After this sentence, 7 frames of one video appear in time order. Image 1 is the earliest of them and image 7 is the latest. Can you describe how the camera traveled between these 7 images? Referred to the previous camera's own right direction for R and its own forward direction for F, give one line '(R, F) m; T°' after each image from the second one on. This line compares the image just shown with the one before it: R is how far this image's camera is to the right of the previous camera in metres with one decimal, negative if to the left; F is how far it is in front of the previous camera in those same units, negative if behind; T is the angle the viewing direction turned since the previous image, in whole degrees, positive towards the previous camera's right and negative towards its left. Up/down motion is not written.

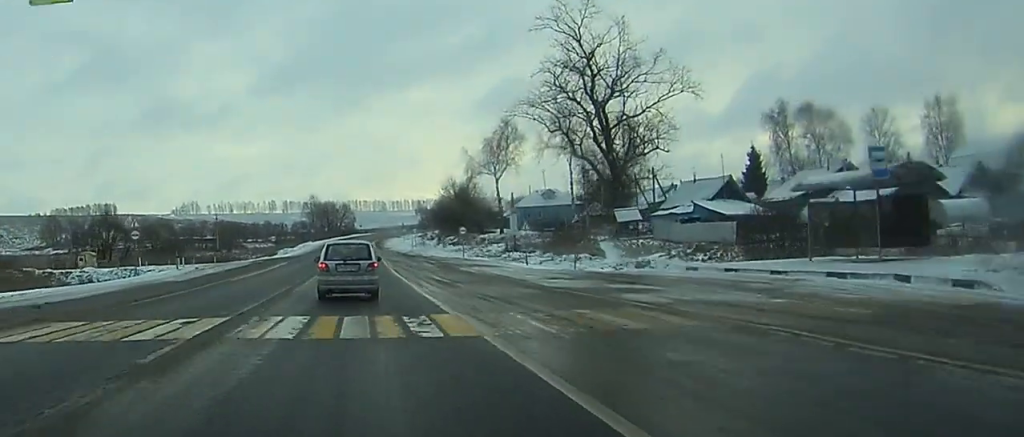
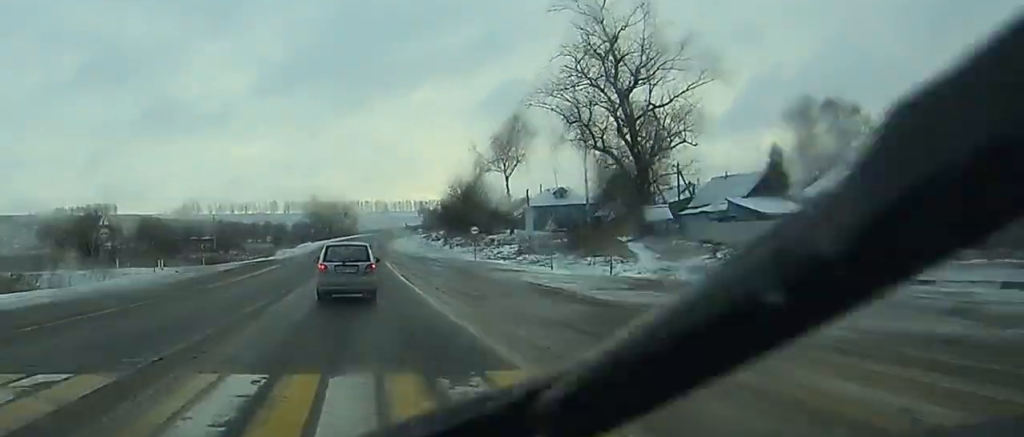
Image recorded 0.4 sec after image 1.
(+0.2, +6.5) m; 0°
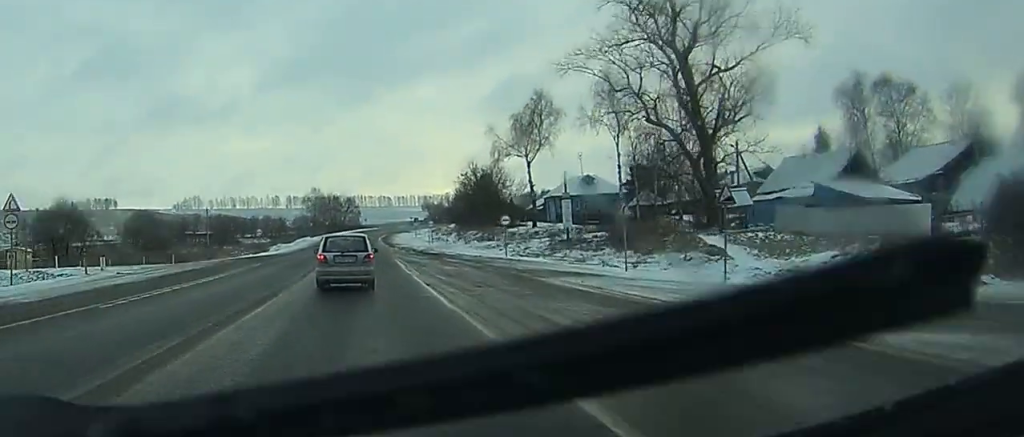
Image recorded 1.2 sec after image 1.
(-0.4, +12.7) m; -1°
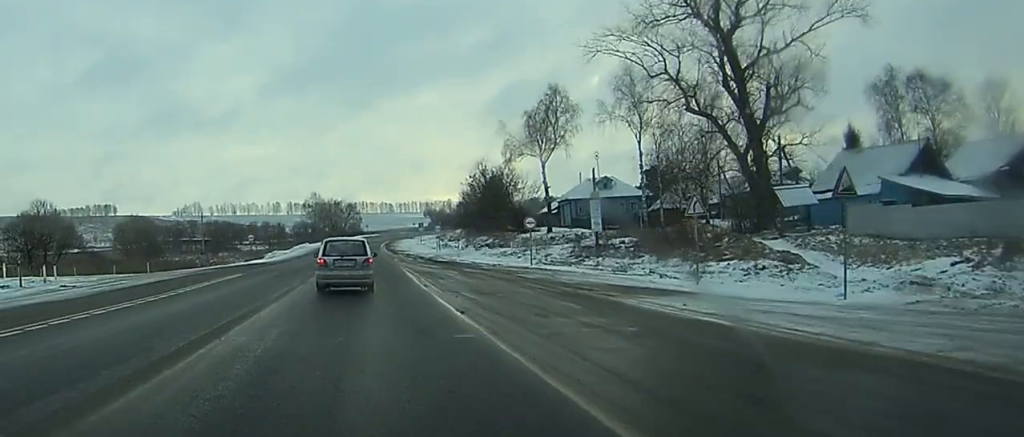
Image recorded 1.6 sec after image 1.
(-0.1, +7.6) m; 0°
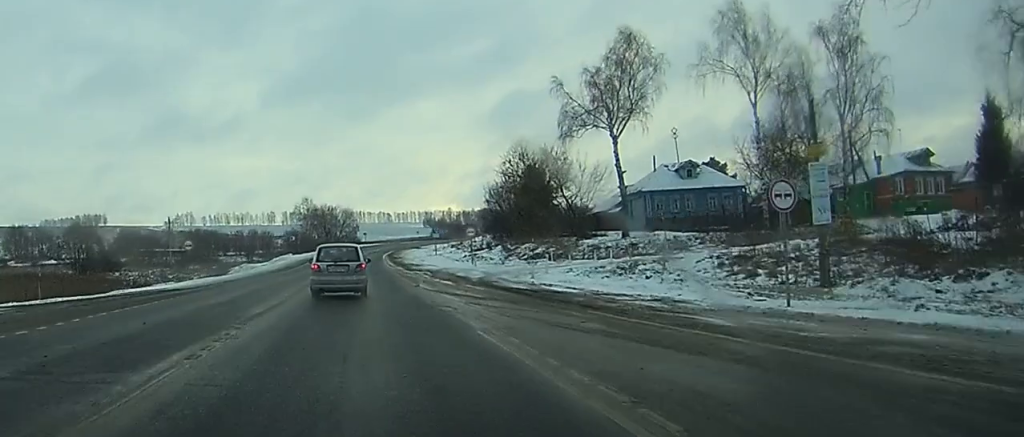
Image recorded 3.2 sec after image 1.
(+0.4, +33.1) m; 0°
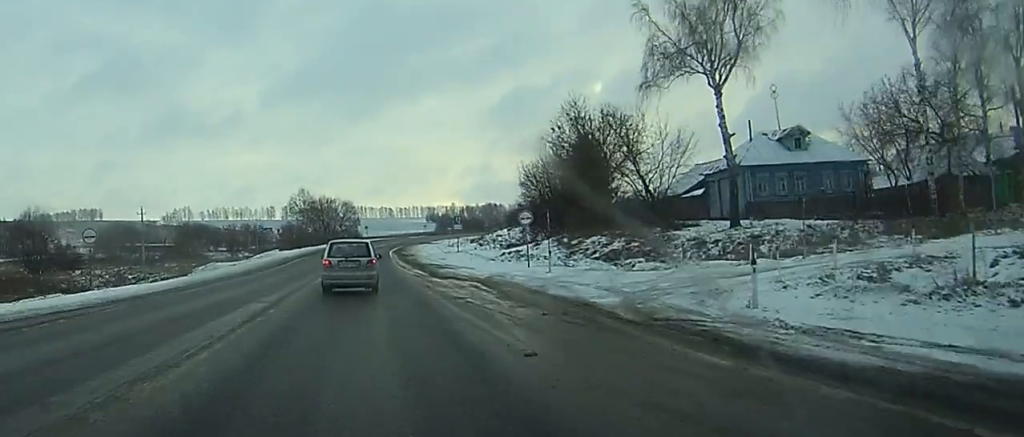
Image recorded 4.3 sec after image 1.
(-0.1, +22.7) m; 0°
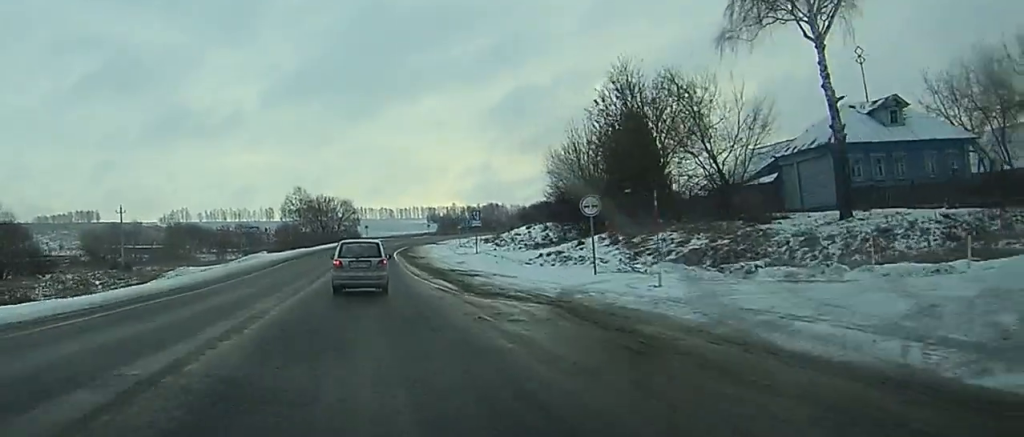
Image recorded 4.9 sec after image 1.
(0.0, +12.7) m; 0°
